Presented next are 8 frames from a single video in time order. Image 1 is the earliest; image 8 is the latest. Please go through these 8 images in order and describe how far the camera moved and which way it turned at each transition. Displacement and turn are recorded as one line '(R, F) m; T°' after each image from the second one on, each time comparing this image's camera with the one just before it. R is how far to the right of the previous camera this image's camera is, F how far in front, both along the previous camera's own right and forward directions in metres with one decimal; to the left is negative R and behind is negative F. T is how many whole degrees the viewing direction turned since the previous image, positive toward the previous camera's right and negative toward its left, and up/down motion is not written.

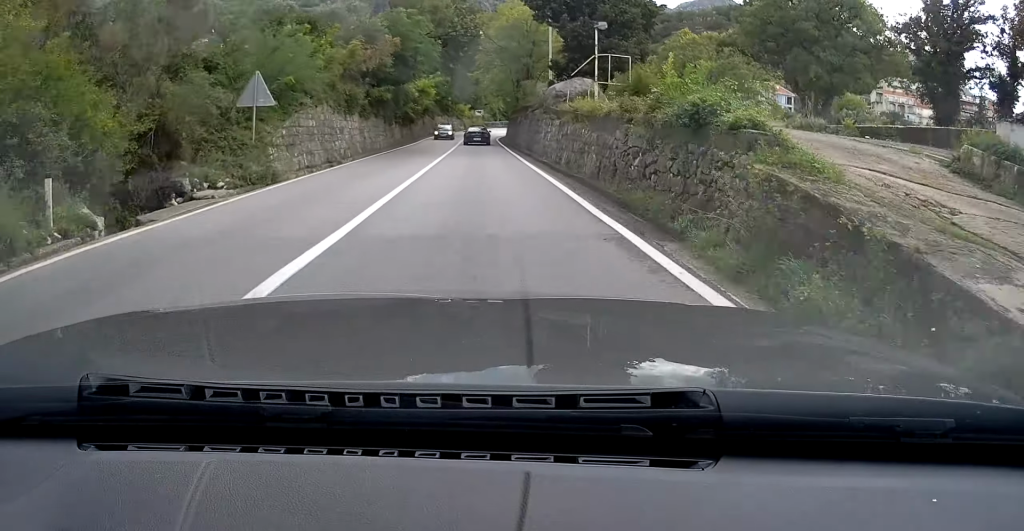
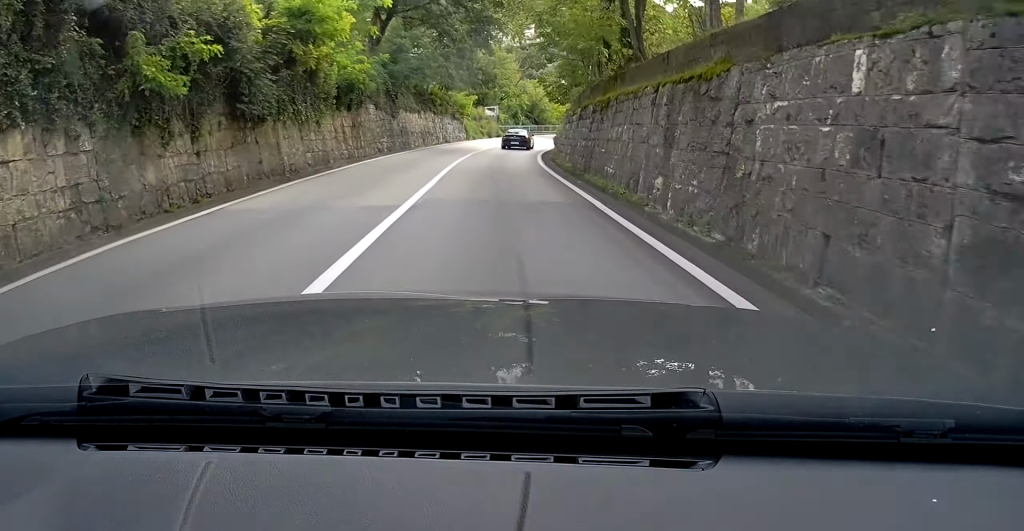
(-1.4, +42.0) m; -1°
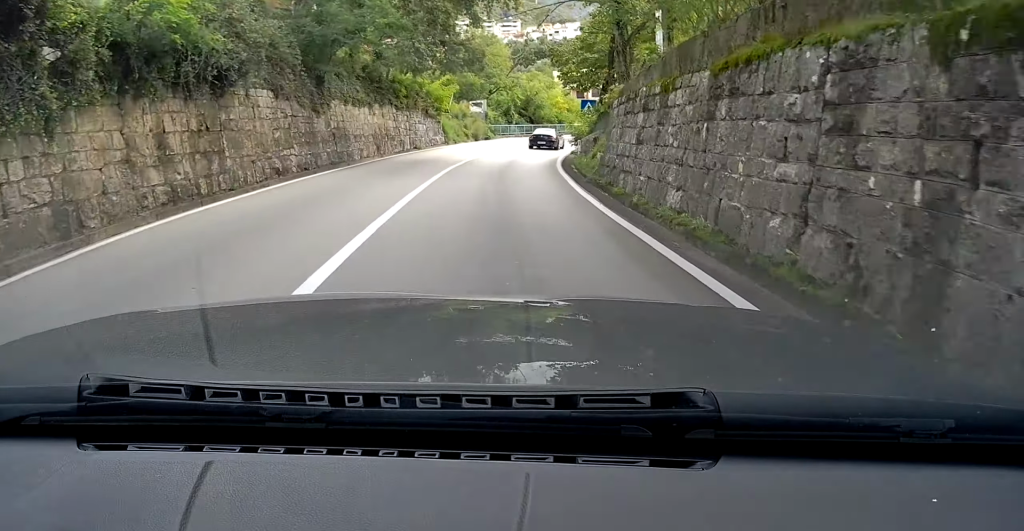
(-0.2, +15.1) m; +1°
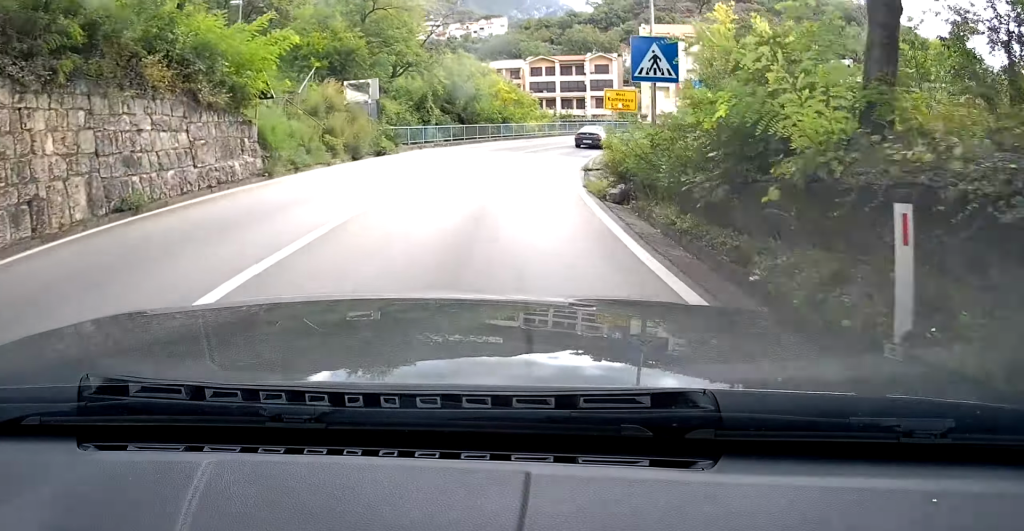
(+0.7, +25.5) m; +6°
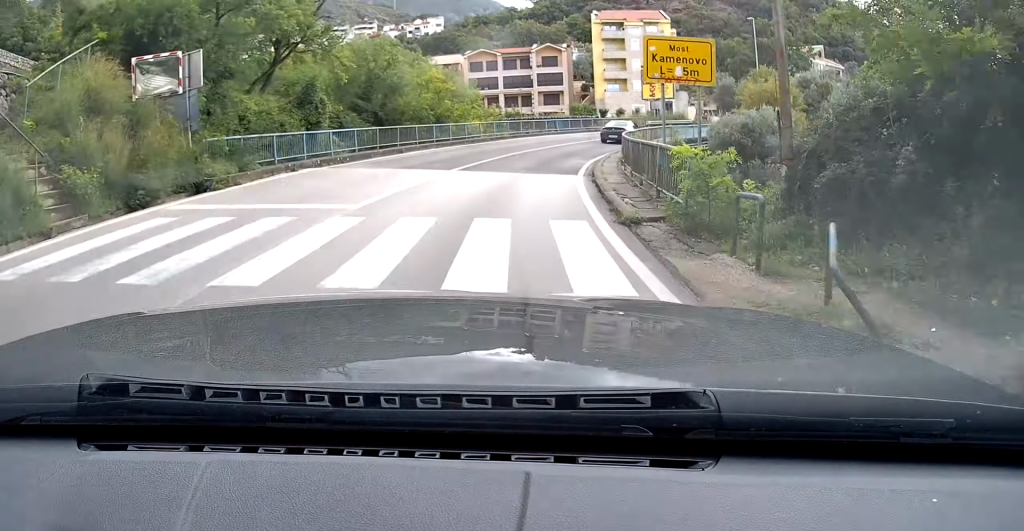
(-0.7, +13.4) m; +4°
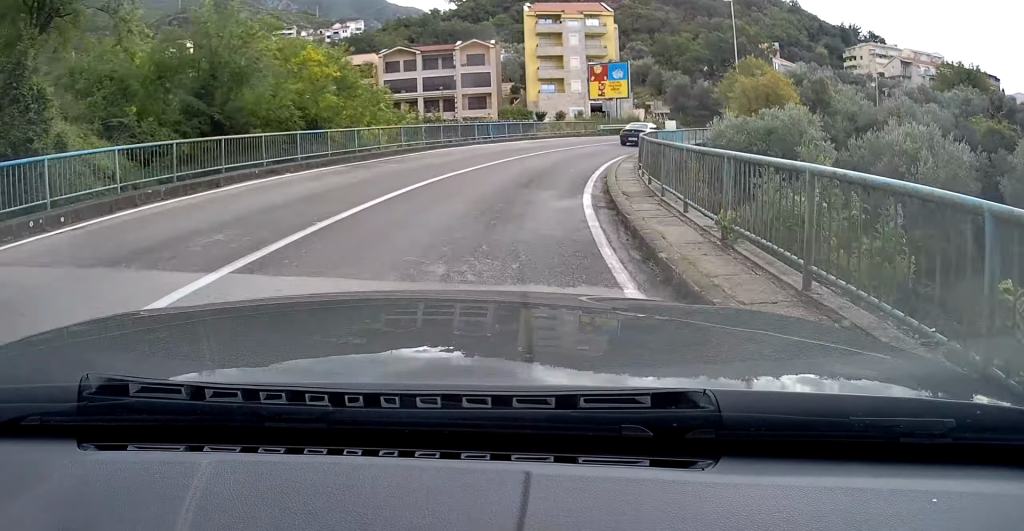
(+1.5, +12.2) m; +7°
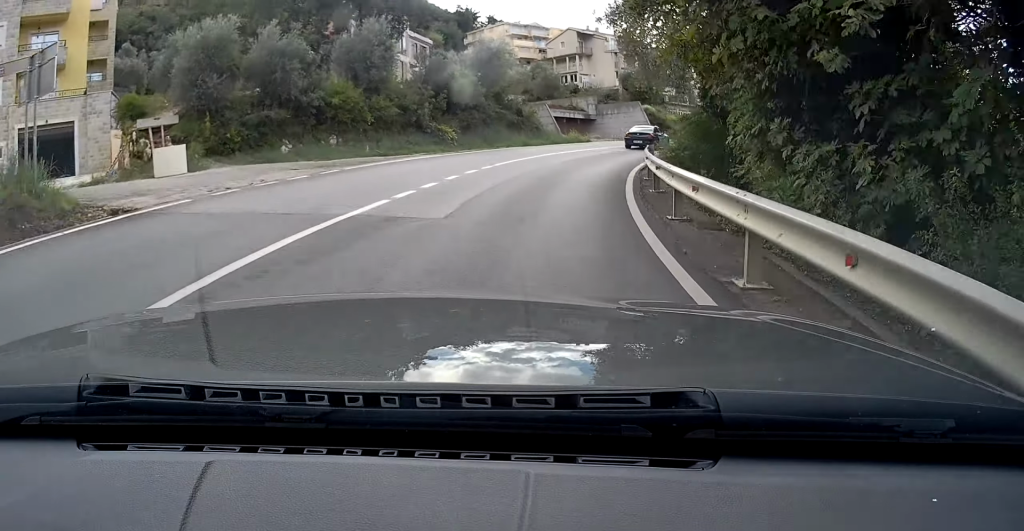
(+13.6, +49.7) m; +34°
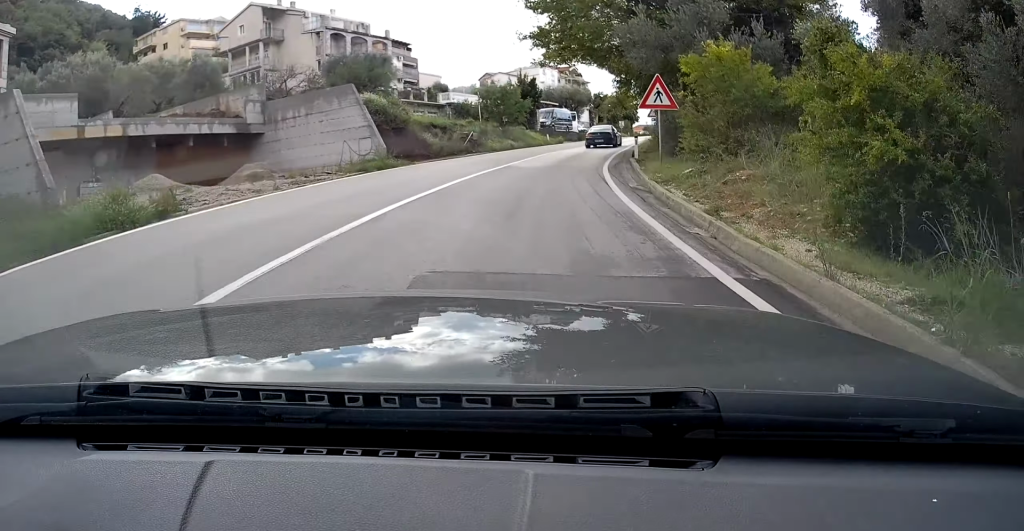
(+8.4, +33.2) m; +24°
